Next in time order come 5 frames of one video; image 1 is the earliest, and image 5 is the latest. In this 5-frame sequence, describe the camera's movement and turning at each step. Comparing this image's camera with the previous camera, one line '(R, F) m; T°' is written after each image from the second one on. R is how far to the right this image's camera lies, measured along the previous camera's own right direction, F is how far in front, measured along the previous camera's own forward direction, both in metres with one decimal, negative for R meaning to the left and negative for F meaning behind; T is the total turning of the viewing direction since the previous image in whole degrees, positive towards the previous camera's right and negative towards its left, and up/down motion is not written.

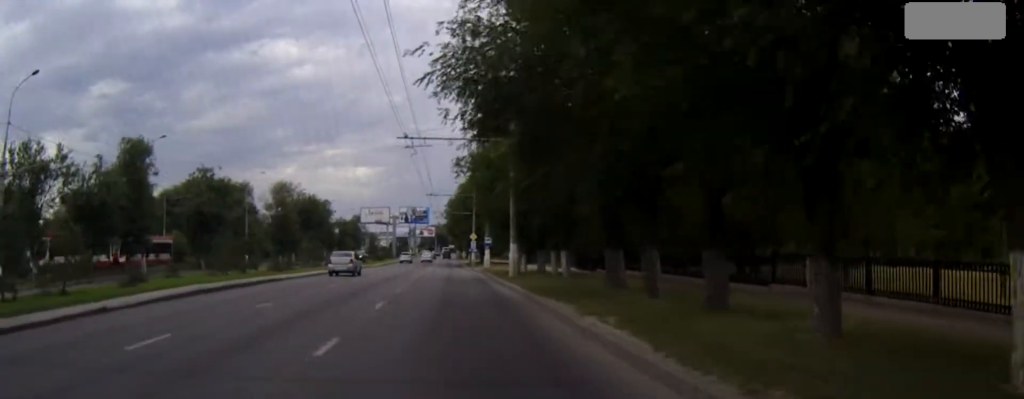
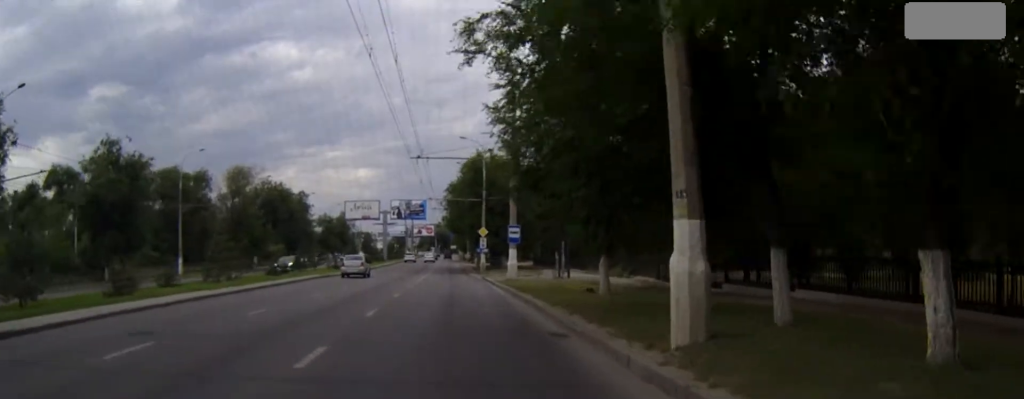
(+0.4, +24.8) m; -1°
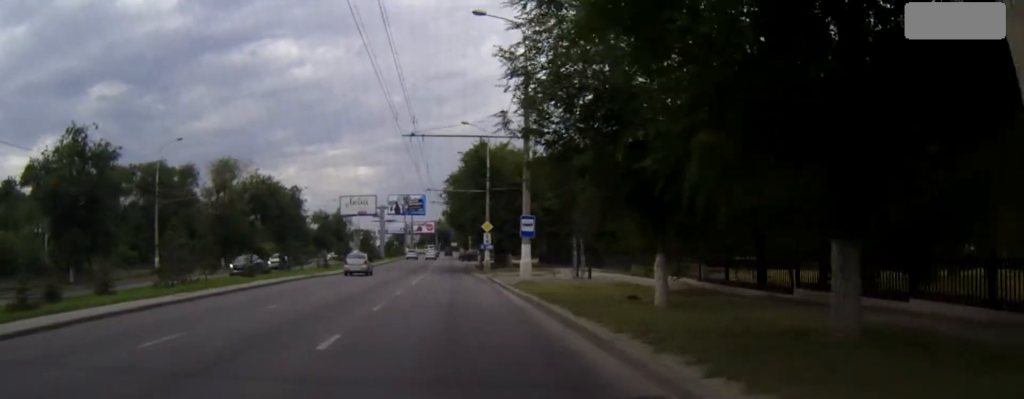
(-0.1, +6.3) m; -1°
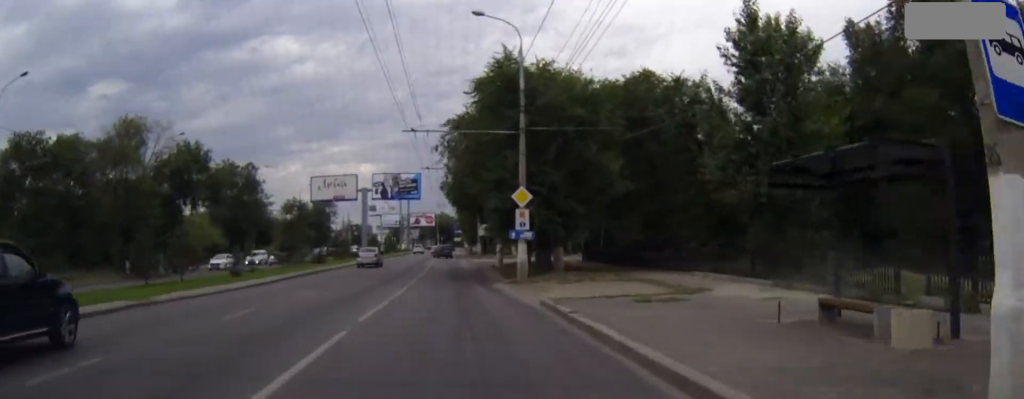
(-0.1, +28.2) m; 0°
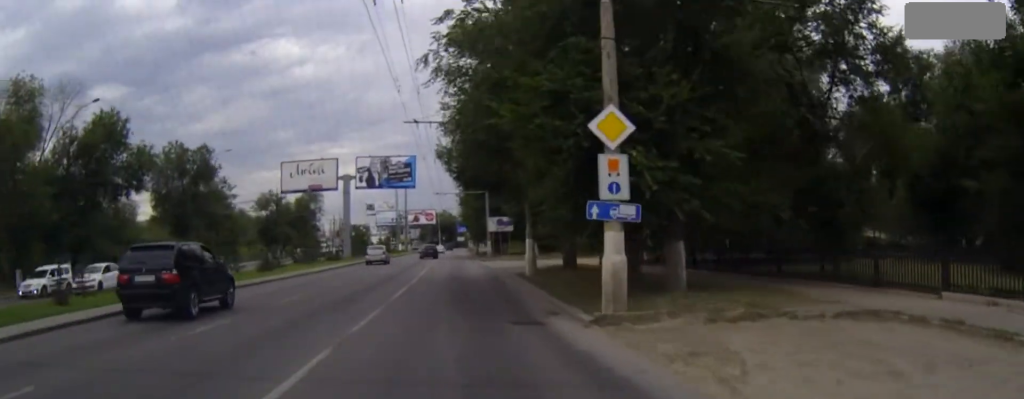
(+0.1, +18.3) m; 0°
